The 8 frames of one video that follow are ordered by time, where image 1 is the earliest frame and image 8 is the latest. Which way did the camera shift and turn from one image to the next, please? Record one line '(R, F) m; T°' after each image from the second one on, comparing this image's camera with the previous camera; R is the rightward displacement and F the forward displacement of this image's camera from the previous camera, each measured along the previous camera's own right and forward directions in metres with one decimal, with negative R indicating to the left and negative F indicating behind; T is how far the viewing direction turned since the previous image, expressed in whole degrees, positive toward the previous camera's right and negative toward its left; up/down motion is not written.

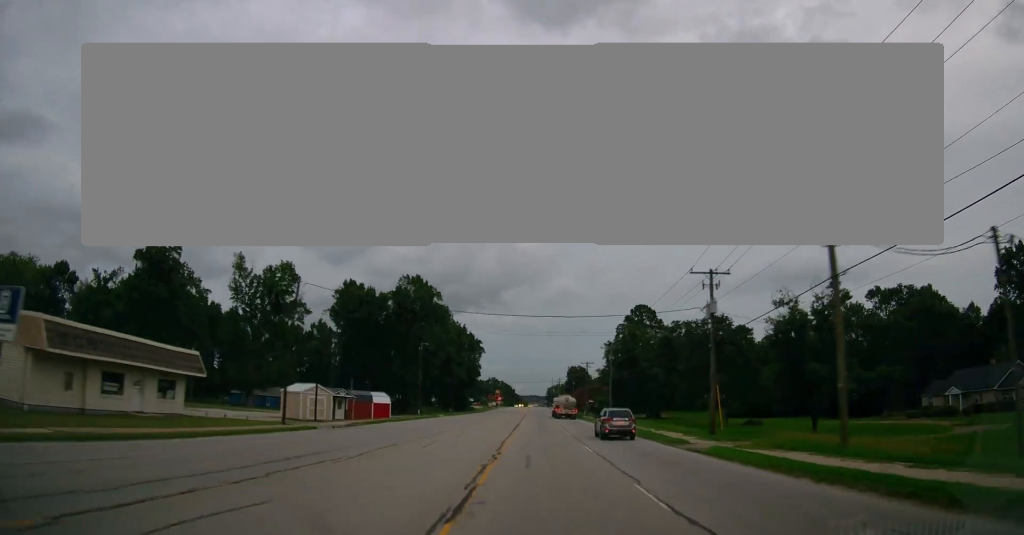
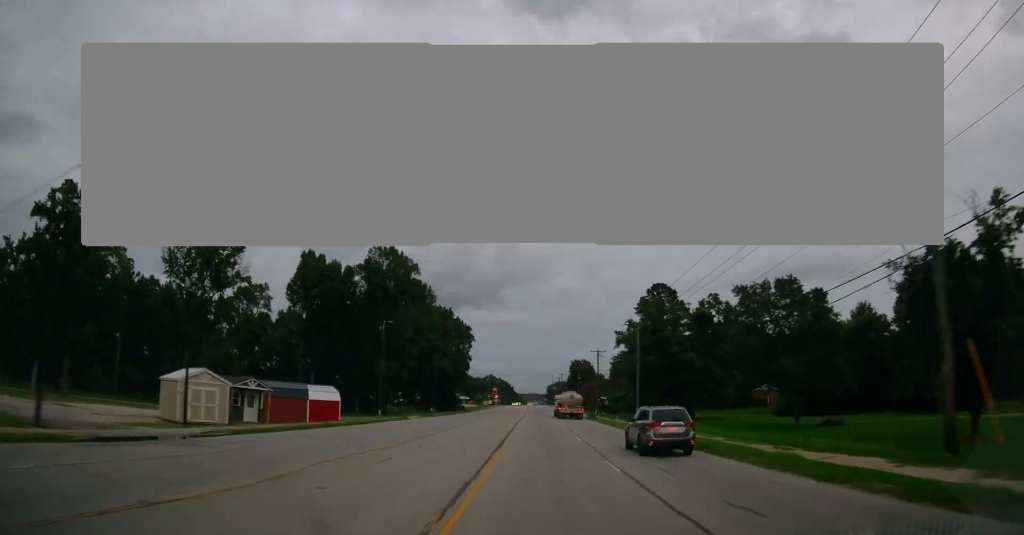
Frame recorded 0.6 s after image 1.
(0.0, +19.3) m; 0°
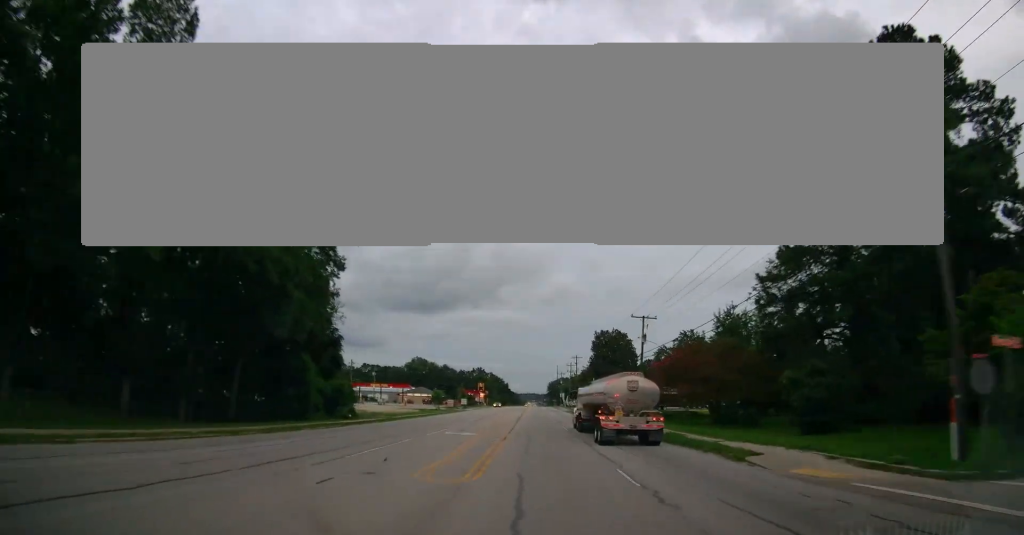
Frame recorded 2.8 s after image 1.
(-0.4, +75.2) m; 0°
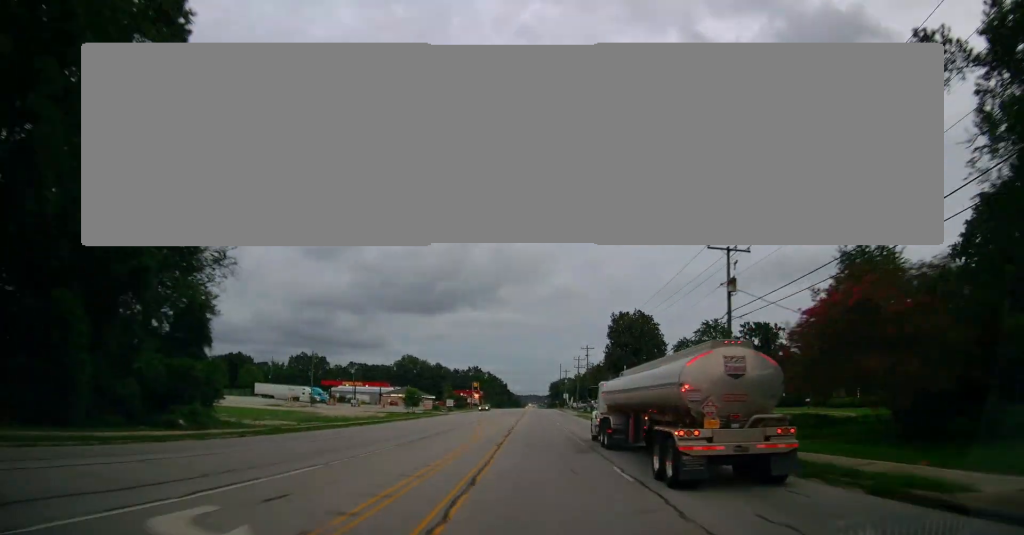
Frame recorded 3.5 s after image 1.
(+0.1, +23.9) m; 0°
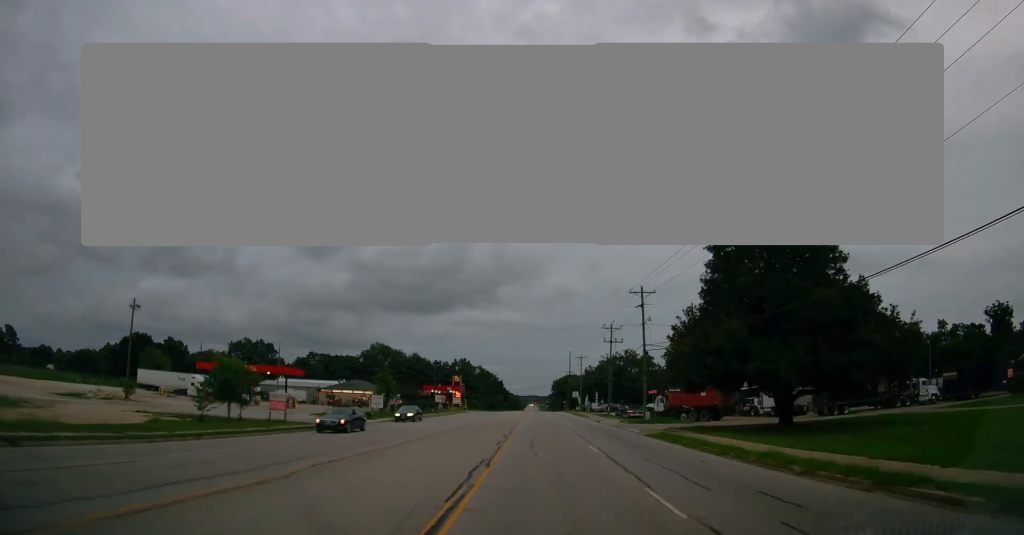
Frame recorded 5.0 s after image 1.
(-0.1, +52.4) m; 0°
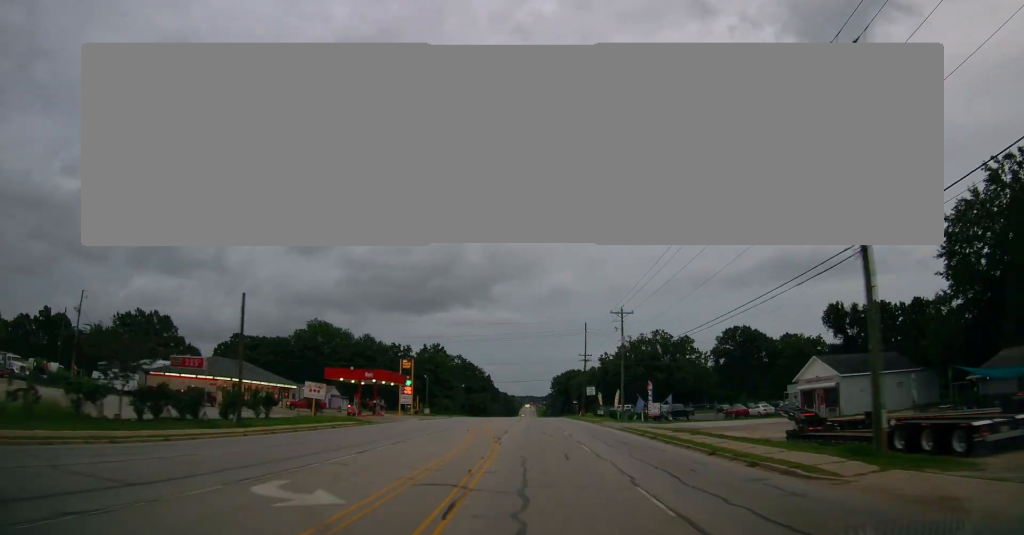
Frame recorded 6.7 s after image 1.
(+0.1, +59.1) m; 0°
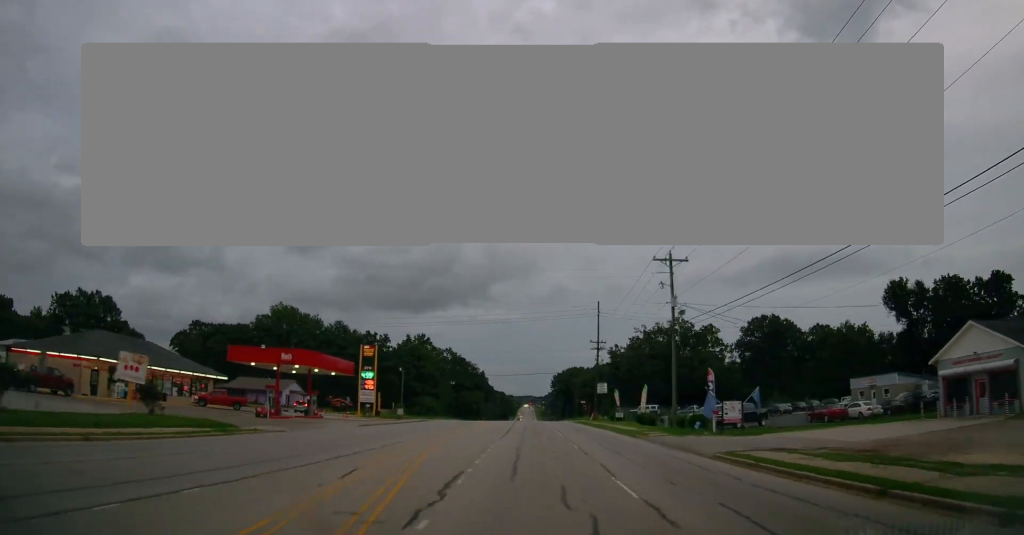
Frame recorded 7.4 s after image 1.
(-0.1, +22.7) m; 0°
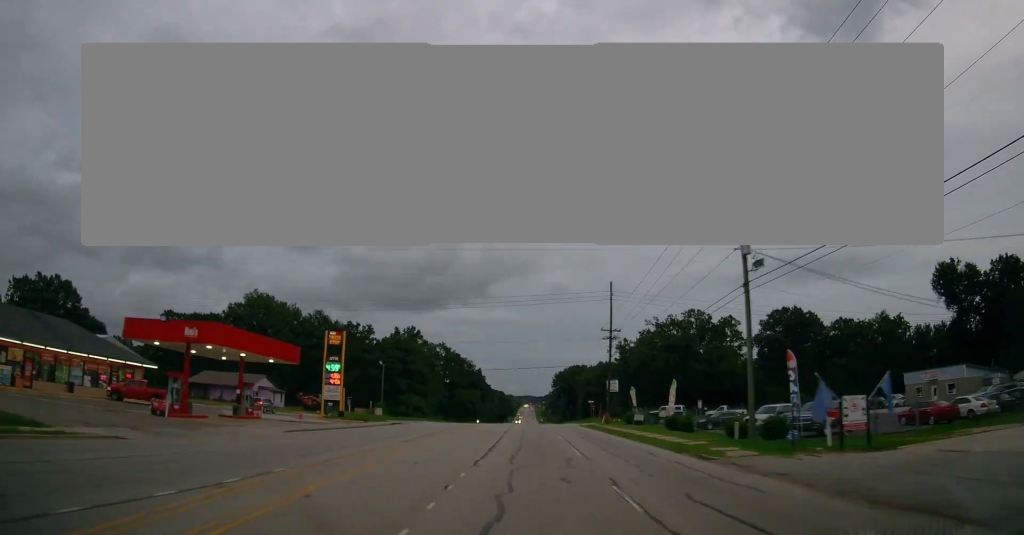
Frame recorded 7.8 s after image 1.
(-0.1, +13.6) m; 0°
